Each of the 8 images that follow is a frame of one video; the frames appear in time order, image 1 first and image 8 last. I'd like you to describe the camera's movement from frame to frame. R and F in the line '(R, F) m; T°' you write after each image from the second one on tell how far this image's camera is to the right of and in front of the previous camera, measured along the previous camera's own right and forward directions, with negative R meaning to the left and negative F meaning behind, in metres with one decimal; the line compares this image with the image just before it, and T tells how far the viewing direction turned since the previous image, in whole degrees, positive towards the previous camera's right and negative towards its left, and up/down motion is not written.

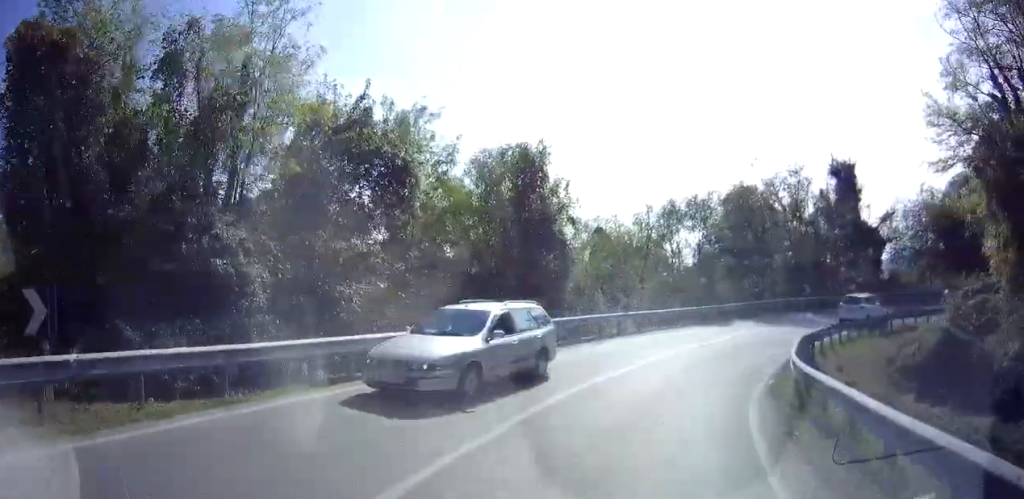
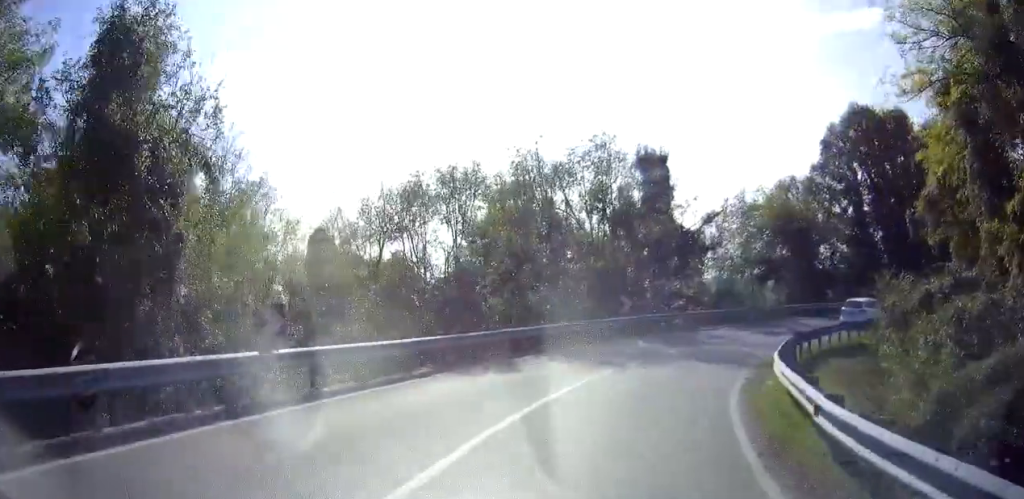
(+0.2, +12.0) m; +9°
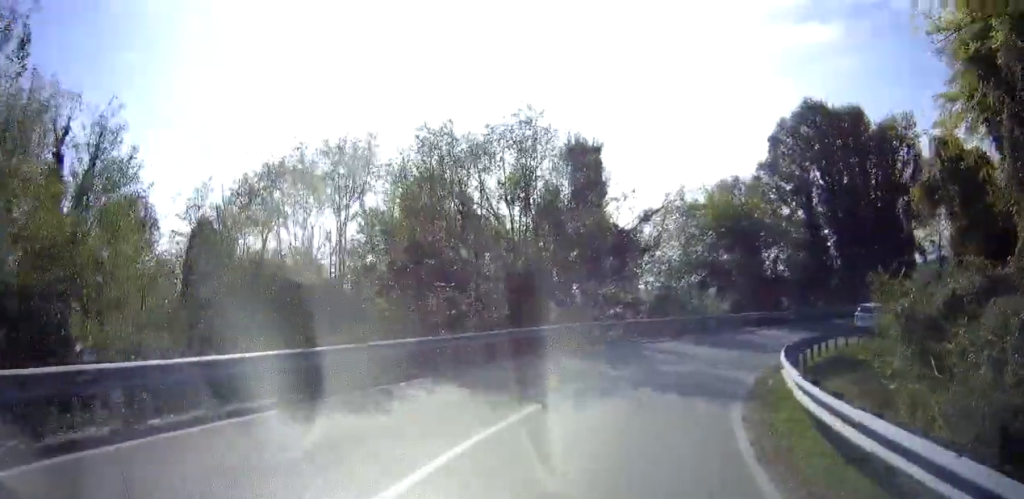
(-0.2, +3.8) m; +17°
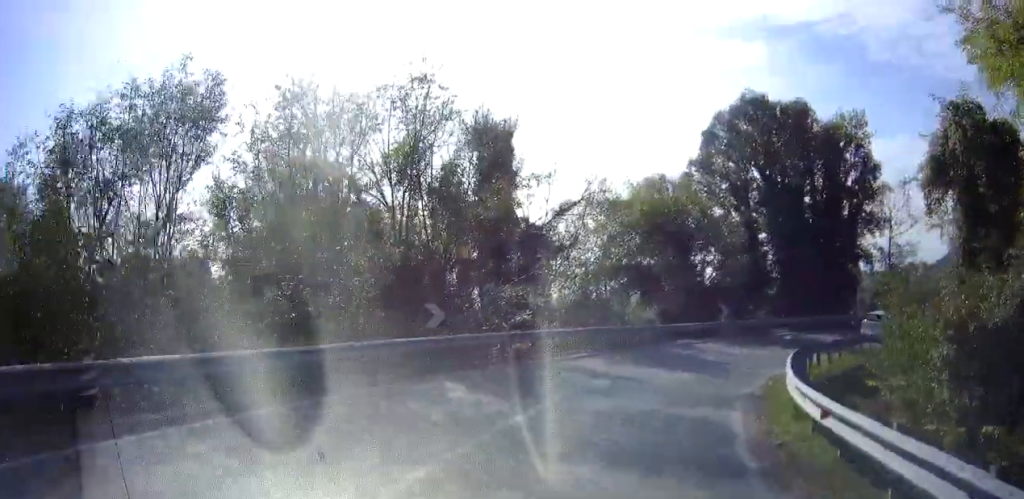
(-0.2, +3.7) m; +18°
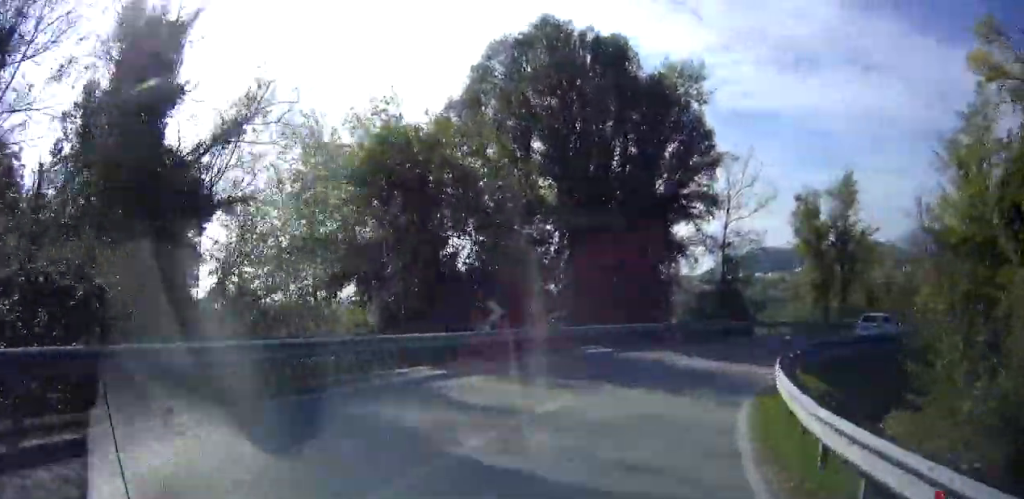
(+5.1, +10.5) m; +27°
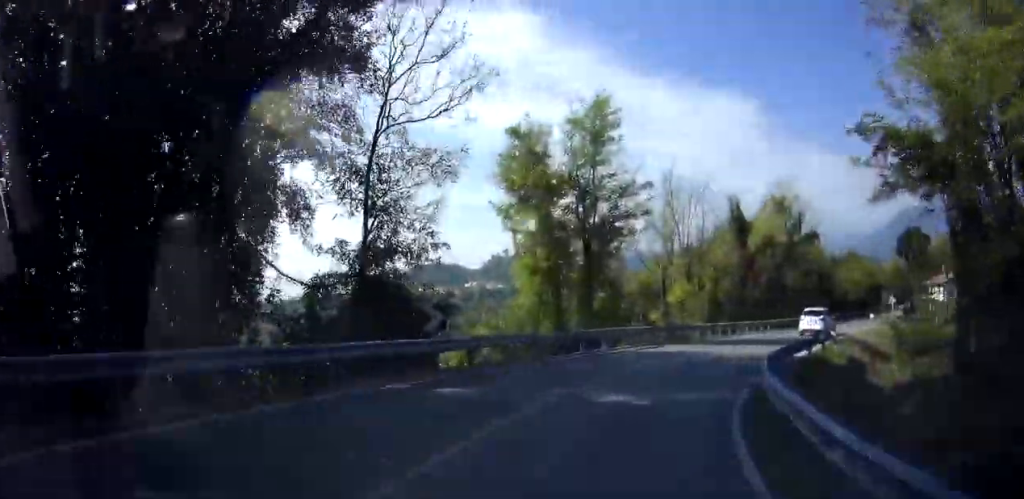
(+0.9, +15.7) m; +40°
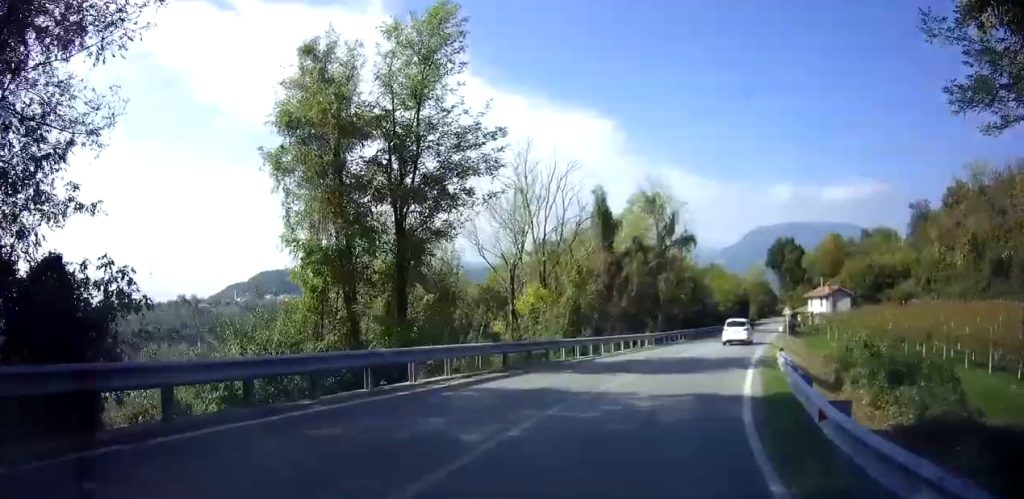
(+3.9, +6.8) m; +22°
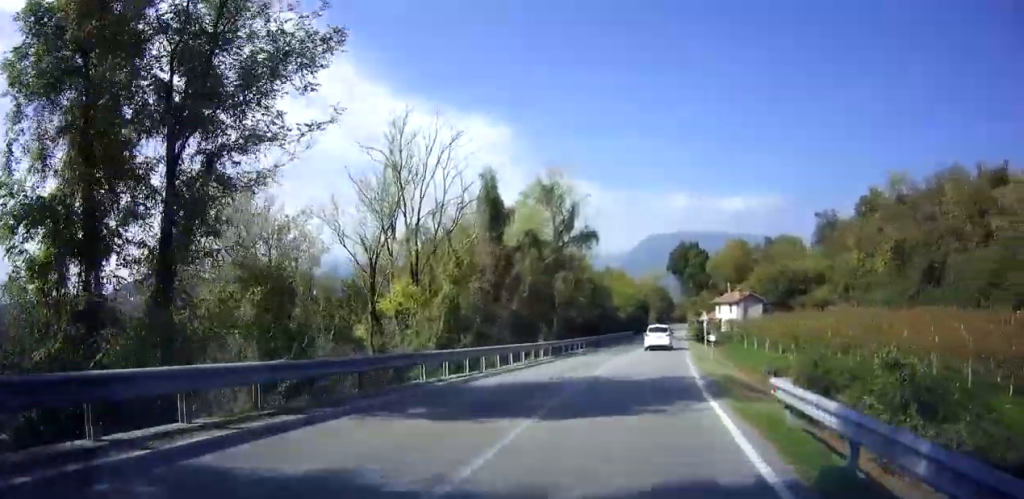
(+0.8, +5.7) m; +8°
